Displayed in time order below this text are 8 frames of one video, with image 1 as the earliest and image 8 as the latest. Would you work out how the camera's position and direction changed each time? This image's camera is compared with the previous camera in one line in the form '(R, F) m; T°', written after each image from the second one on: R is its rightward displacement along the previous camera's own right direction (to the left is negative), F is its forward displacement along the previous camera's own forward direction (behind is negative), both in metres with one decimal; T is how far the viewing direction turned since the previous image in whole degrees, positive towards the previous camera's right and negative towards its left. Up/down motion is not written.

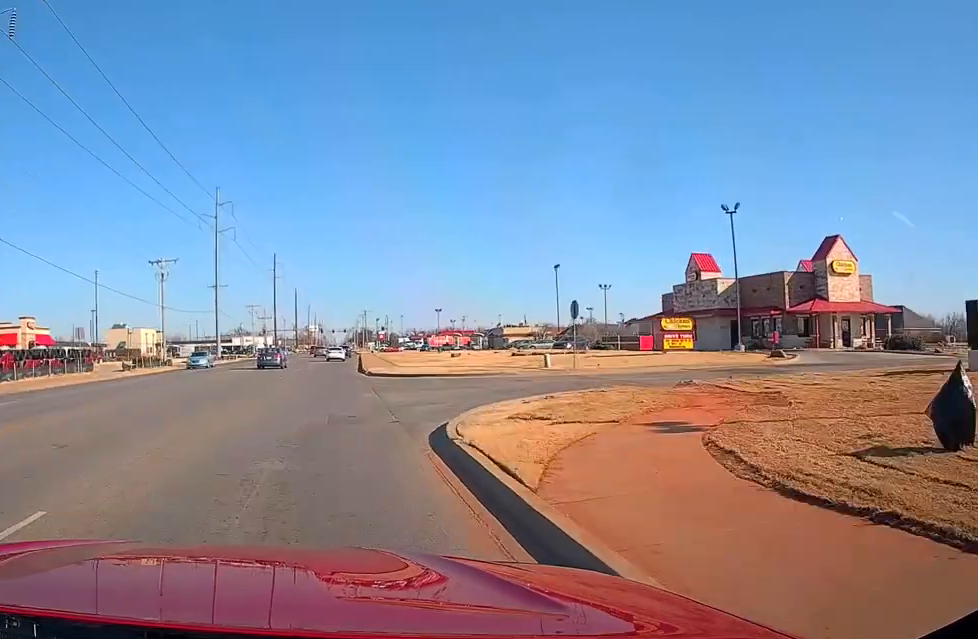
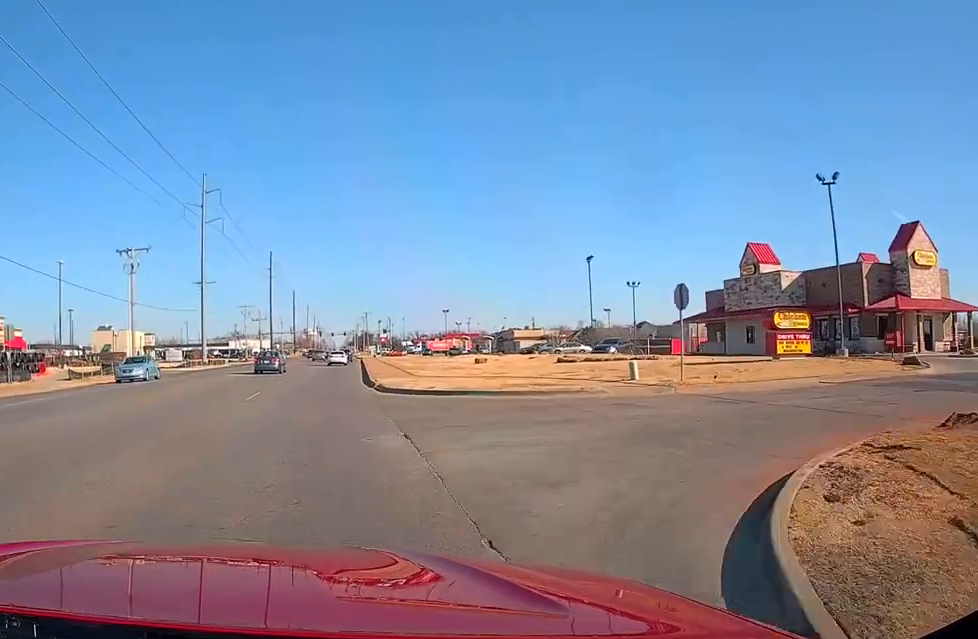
(0.0, +10.3) m; 0°
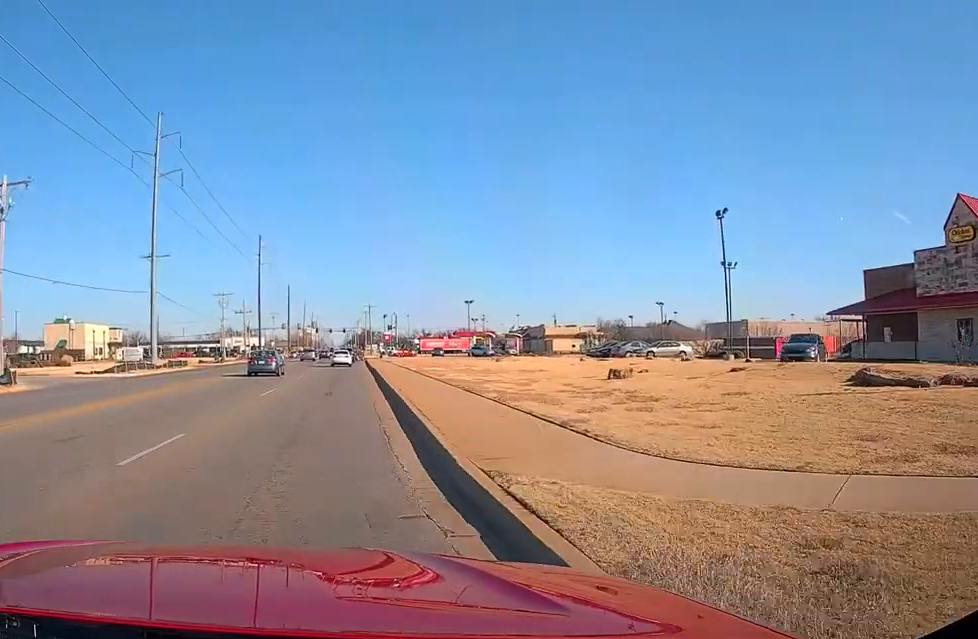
(0.0, +25.7) m; 0°
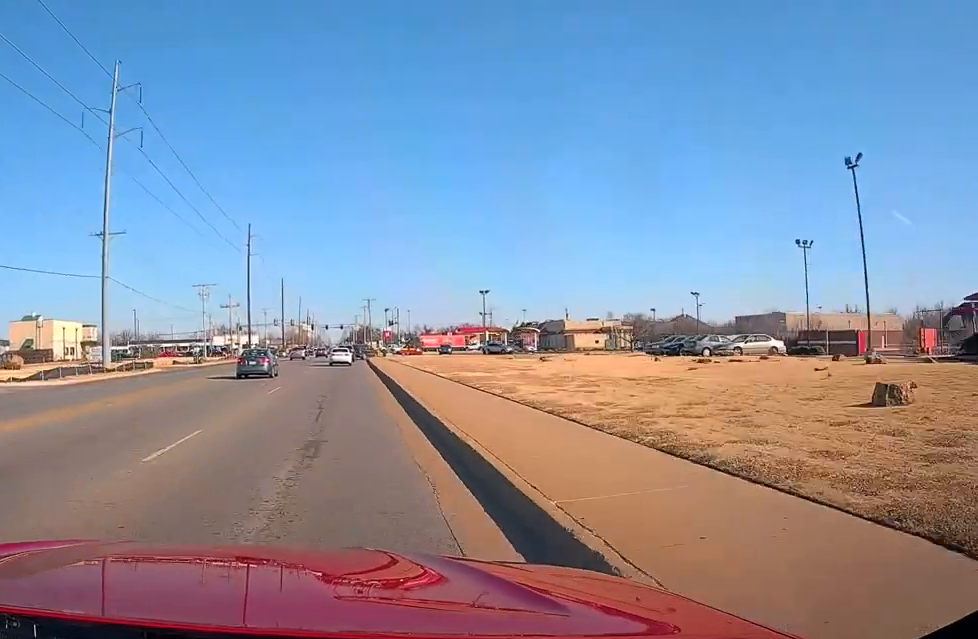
(0.0, +11.7) m; 0°
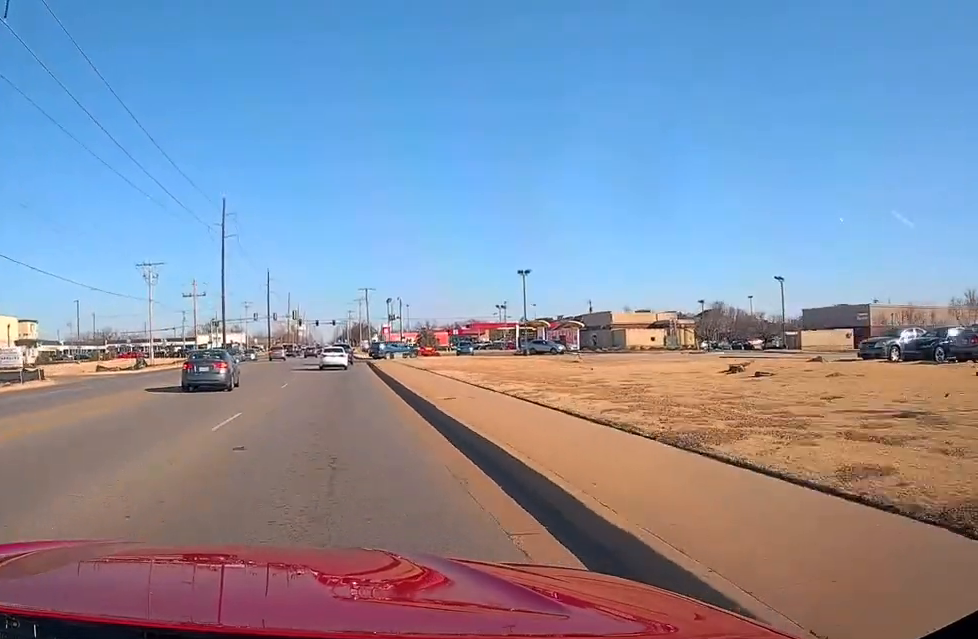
(+0.1, +22.9) m; 0°
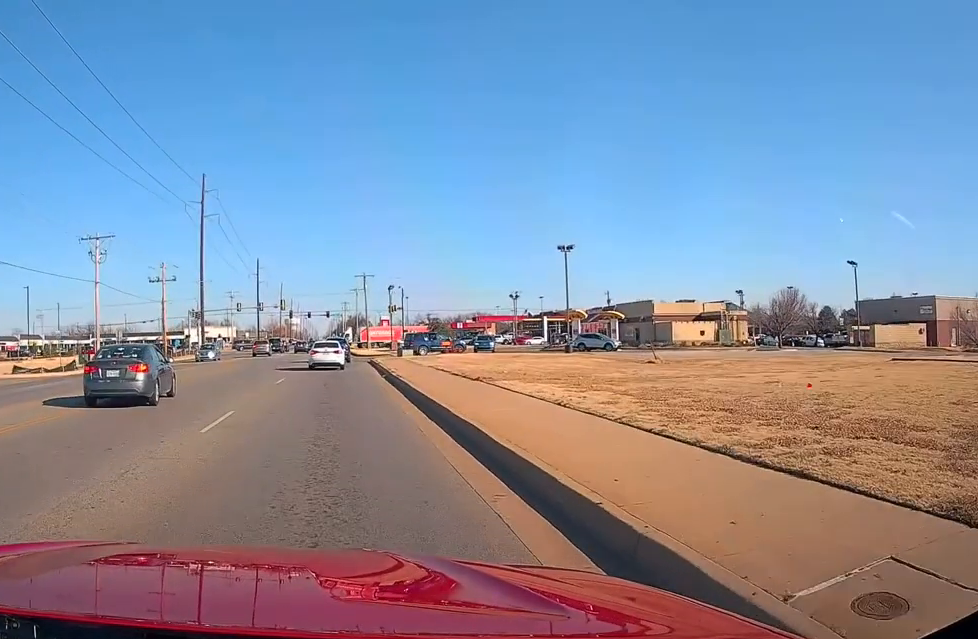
(0.0, +13.5) m; 0°
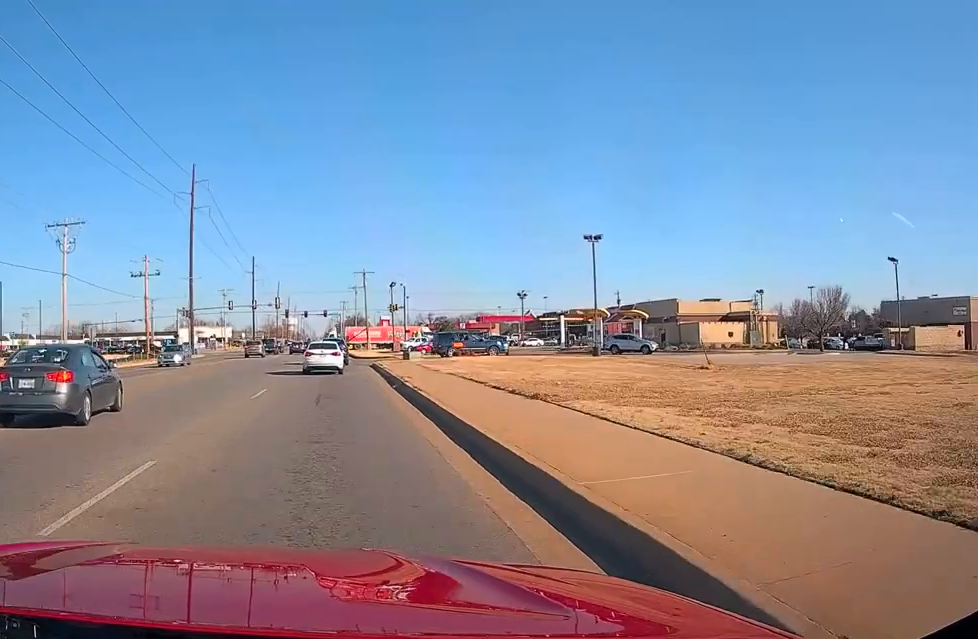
(0.0, +5.4) m; 0°
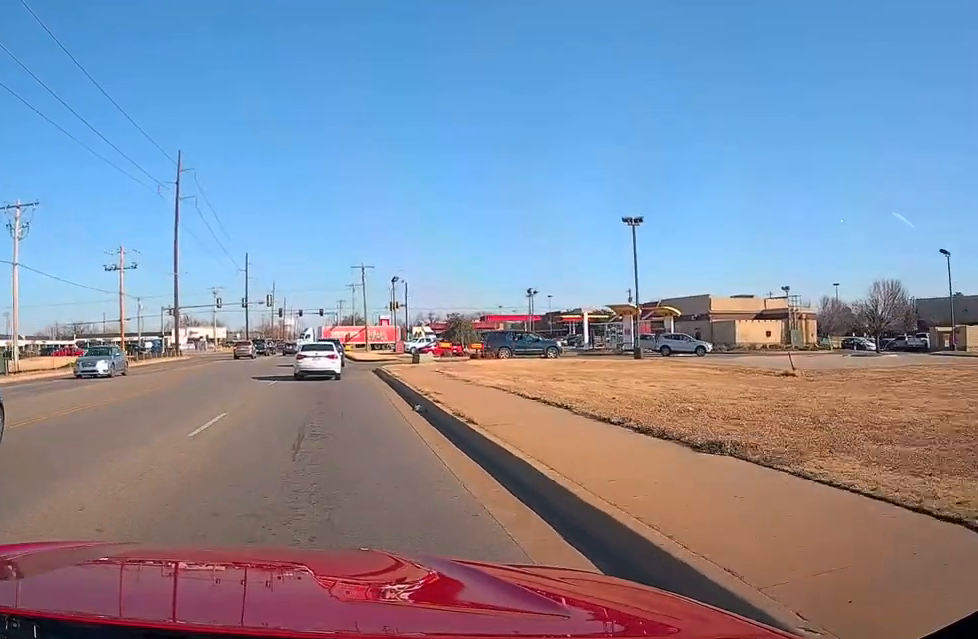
(0.0, +7.8) m; 0°
